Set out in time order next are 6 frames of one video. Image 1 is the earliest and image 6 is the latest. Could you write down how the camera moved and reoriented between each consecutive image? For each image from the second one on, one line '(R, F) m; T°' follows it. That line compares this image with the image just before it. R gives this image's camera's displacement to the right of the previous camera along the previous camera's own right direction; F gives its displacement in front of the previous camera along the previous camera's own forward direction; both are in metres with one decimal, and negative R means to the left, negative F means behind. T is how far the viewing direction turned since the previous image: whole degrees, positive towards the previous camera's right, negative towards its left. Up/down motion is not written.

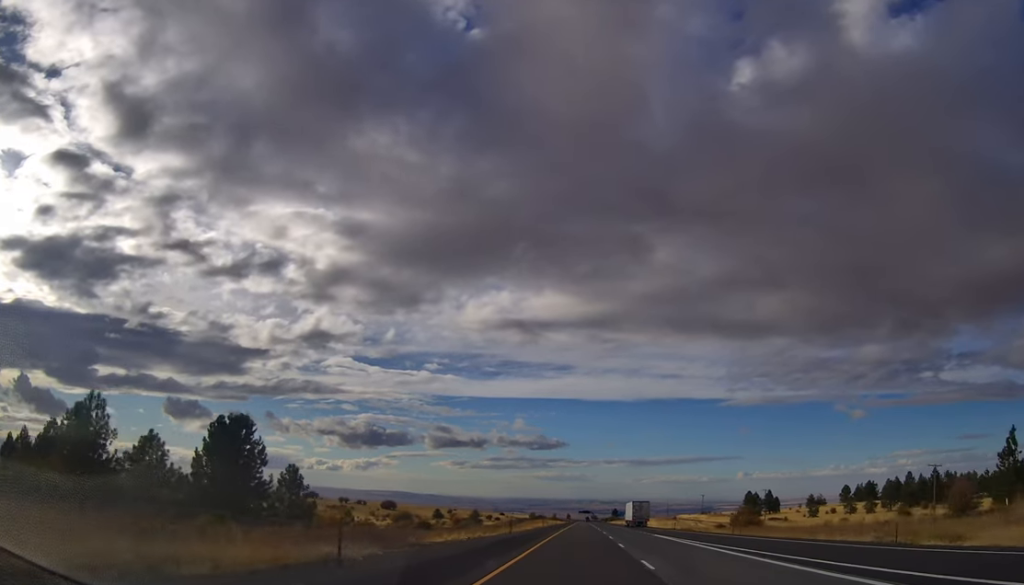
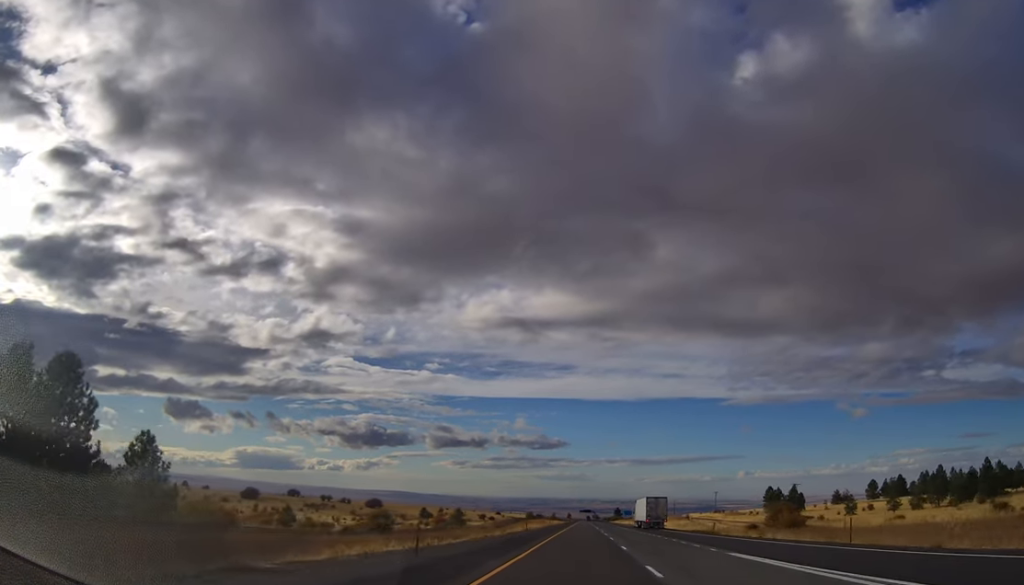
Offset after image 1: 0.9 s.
(+0.1, +26.6) m; 0°
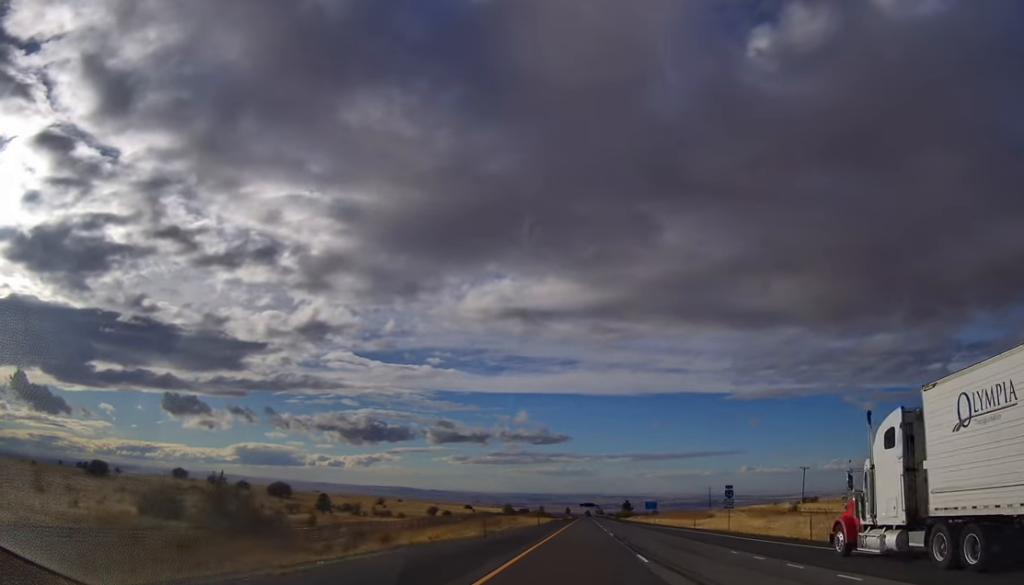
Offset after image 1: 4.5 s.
(-1.1, +106.1) m; 0°
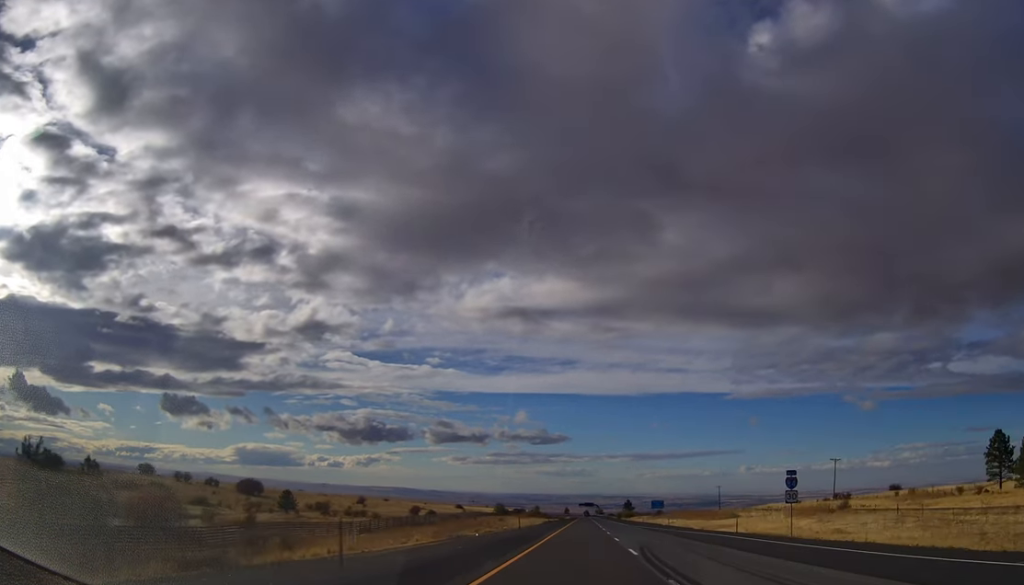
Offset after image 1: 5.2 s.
(-0.2, +20.9) m; 0°
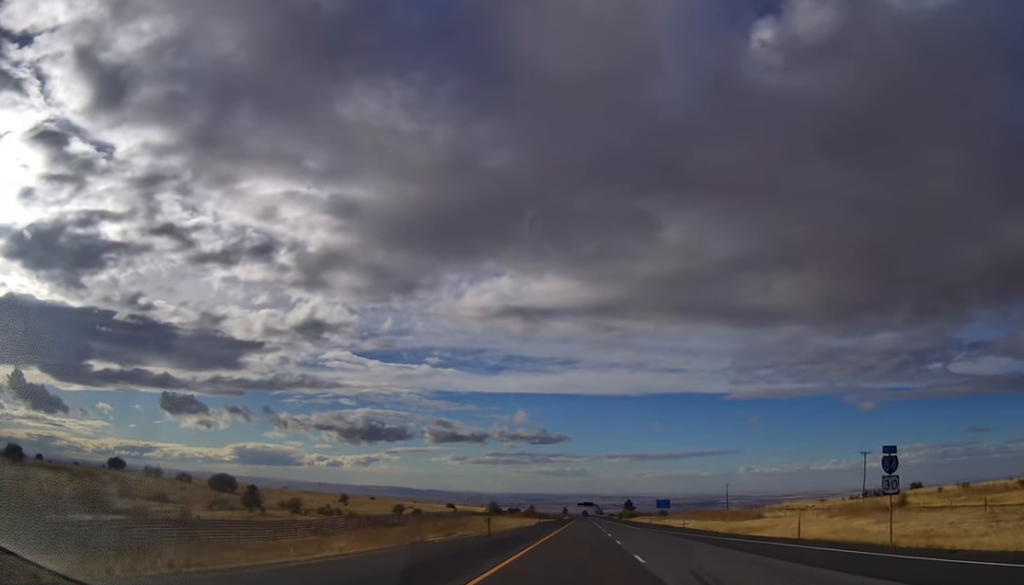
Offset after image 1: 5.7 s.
(-0.1, +15.9) m; 0°
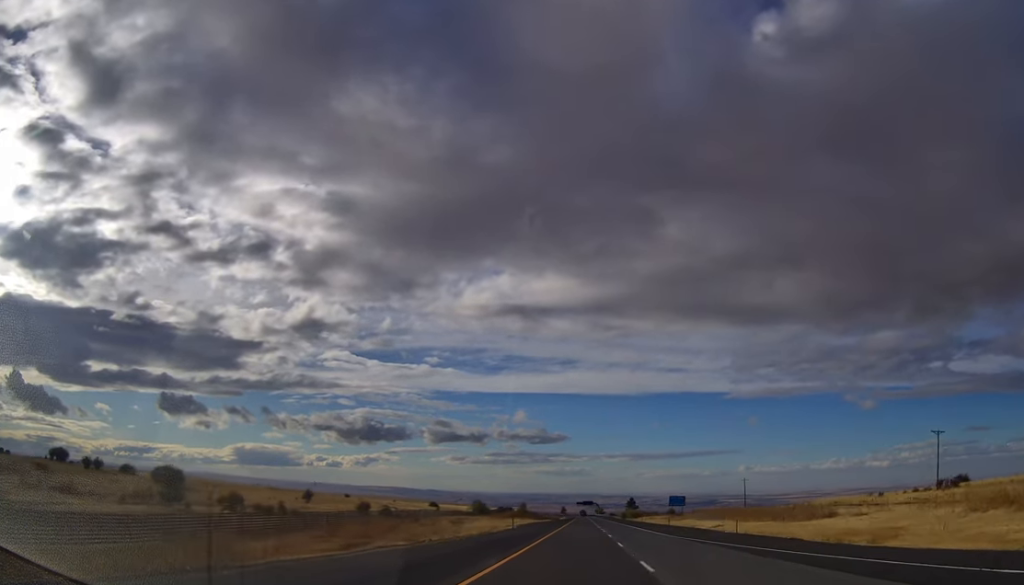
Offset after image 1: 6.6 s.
(+0.3, +27.8) m; -1°
